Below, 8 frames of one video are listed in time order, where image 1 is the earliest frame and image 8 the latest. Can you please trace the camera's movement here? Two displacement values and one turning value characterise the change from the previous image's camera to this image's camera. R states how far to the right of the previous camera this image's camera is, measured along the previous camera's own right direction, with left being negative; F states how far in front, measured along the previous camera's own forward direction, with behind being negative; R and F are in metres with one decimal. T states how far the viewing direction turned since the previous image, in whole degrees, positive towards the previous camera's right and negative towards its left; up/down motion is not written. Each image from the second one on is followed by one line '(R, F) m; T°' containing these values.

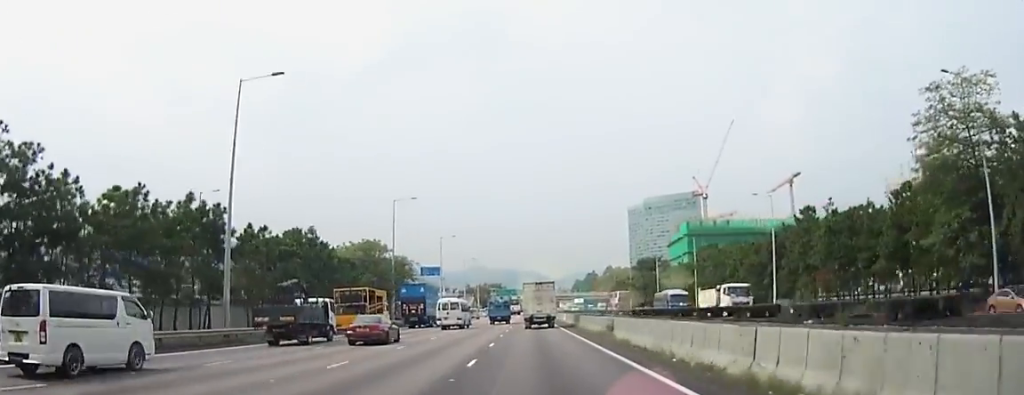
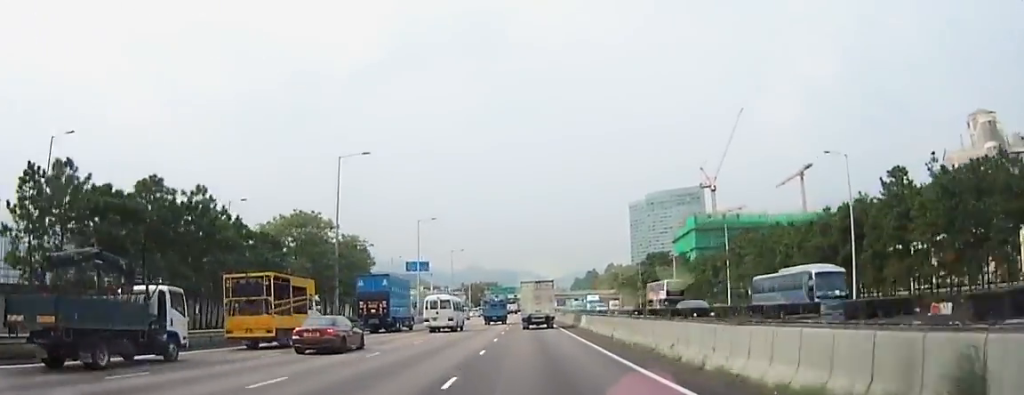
(0.0, +23.6) m; 0°
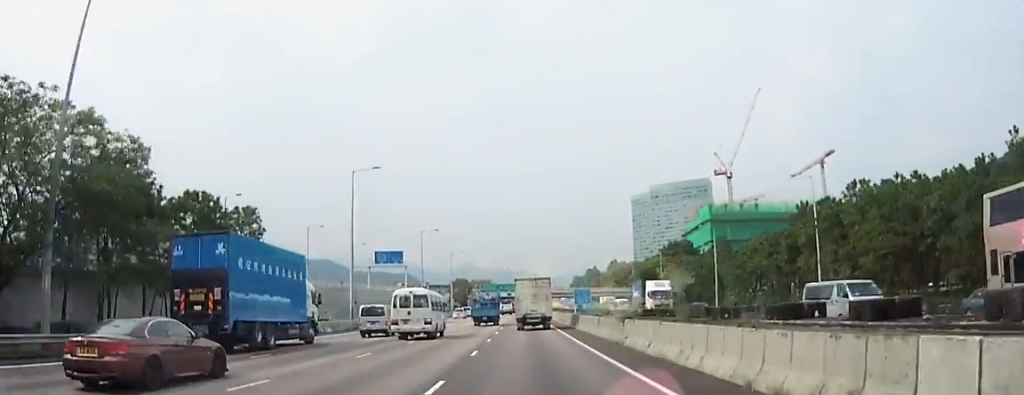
(+0.1, +38.4) m; 0°
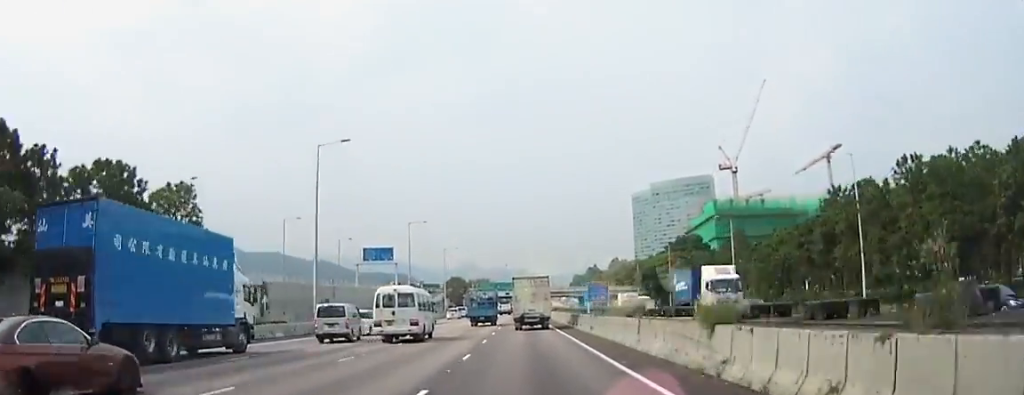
(0.0, +11.7) m; 0°
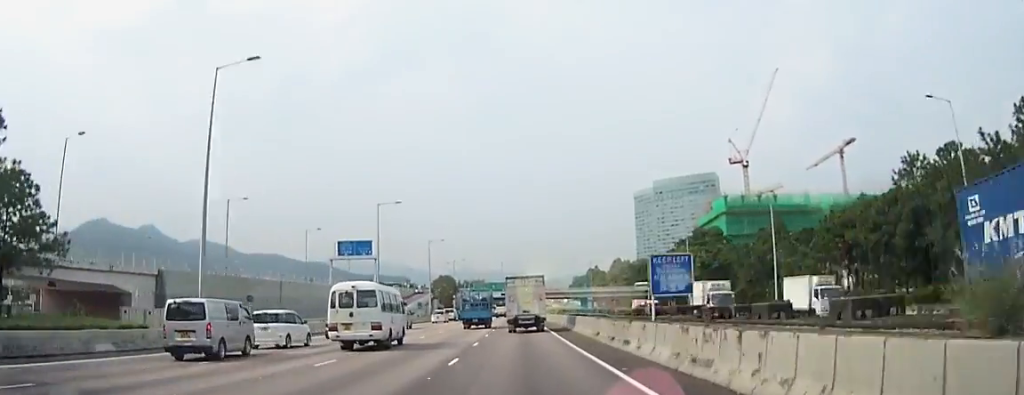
(0.0, +21.0) m; 0°
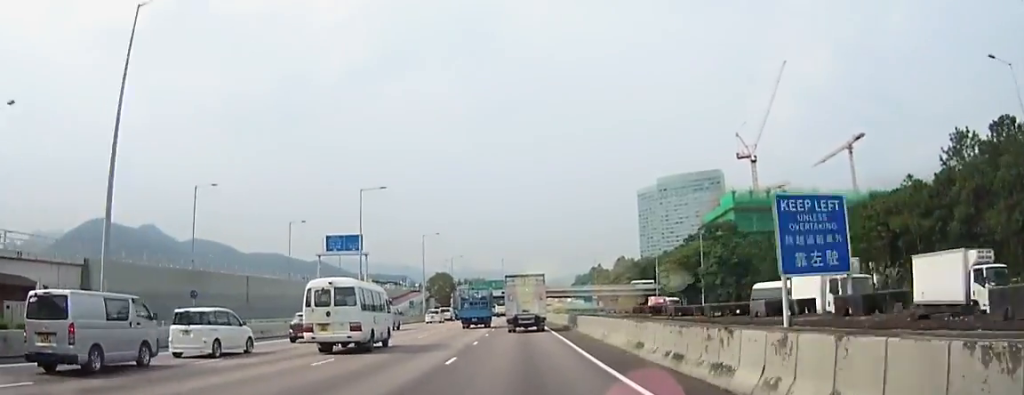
(0.0, +8.6) m; 0°
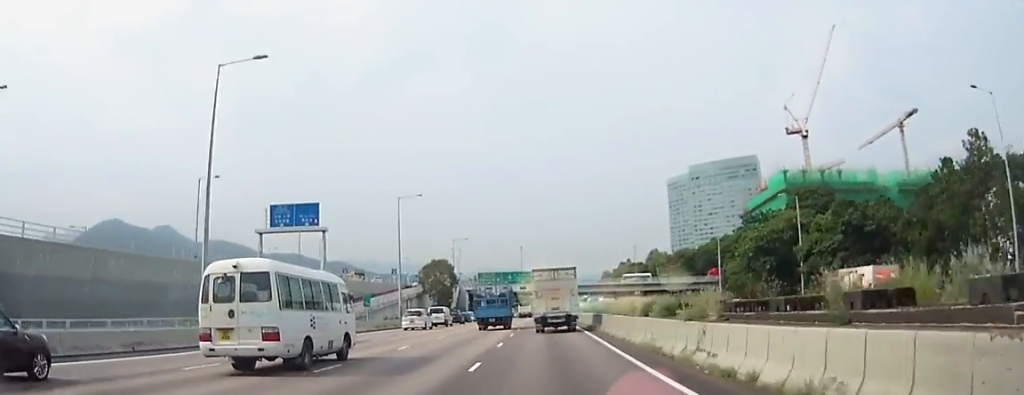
(-0.4, +35.5) m; -2°
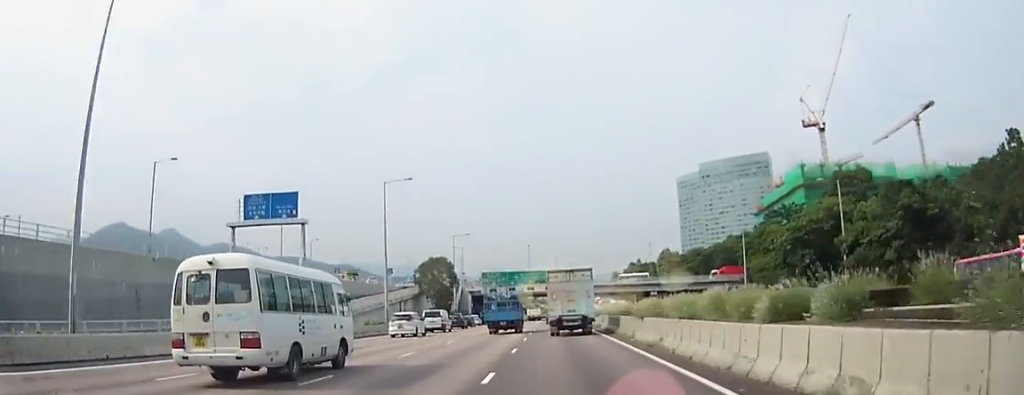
(0.0, +10.7) m; 0°
